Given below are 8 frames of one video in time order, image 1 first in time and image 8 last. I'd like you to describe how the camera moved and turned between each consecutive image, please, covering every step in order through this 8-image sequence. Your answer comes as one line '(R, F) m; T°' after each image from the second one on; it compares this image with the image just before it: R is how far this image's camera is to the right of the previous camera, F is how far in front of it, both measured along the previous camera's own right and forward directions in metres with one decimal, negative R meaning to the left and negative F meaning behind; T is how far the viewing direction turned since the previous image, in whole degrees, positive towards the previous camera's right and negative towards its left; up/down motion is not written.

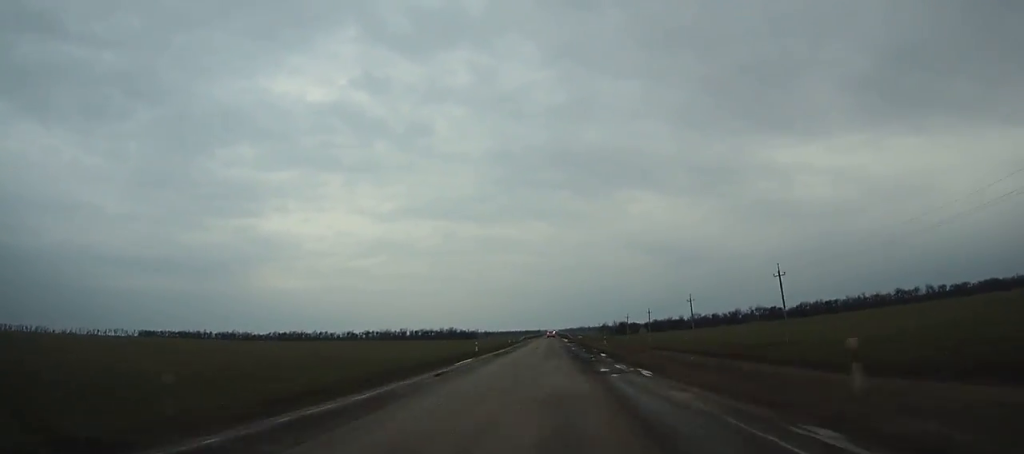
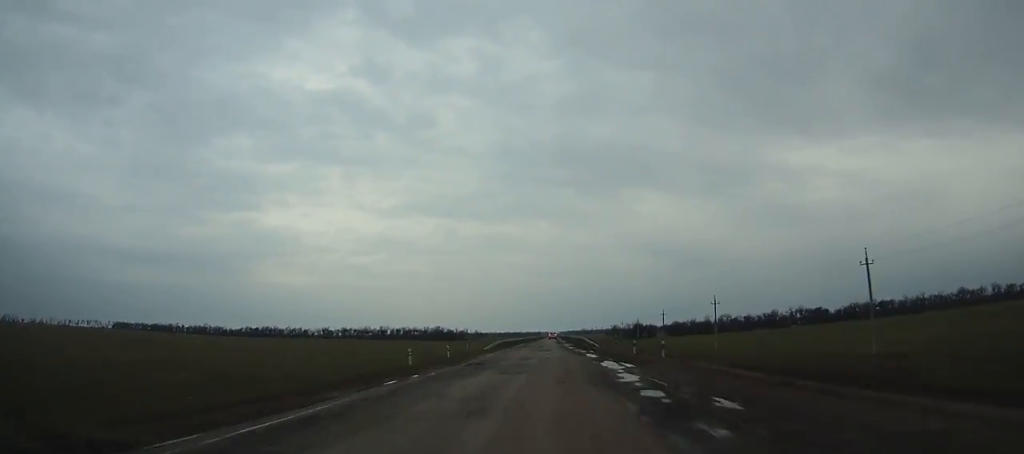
(0.0, +67.4) m; 0°
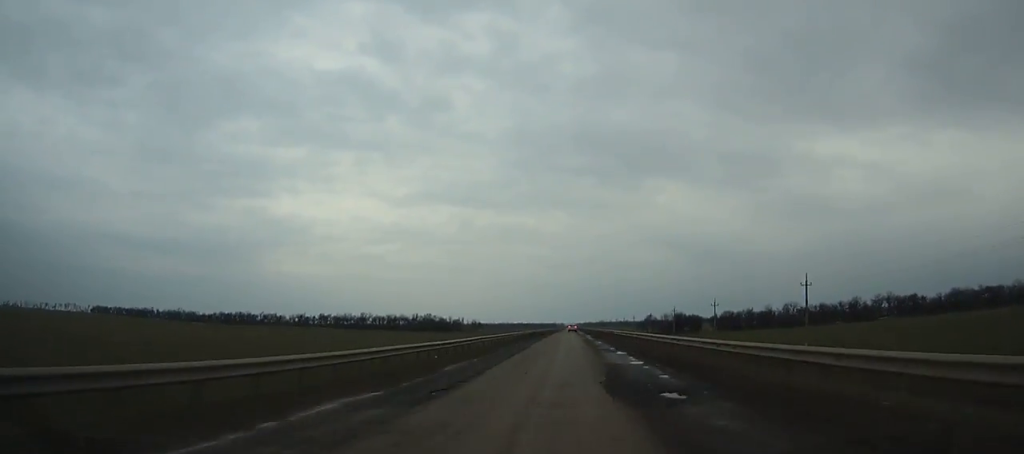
(-0.4, +82.6) m; 0°
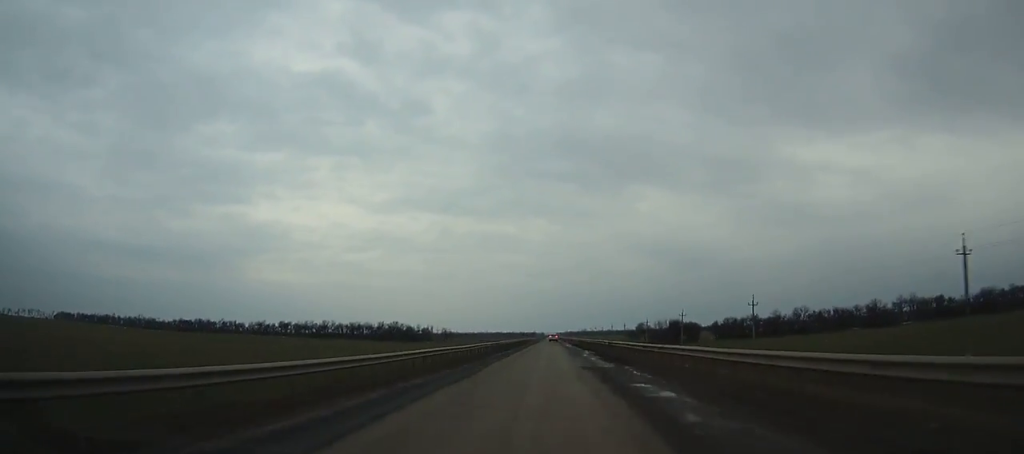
(+0.1, +34.3) m; 0°
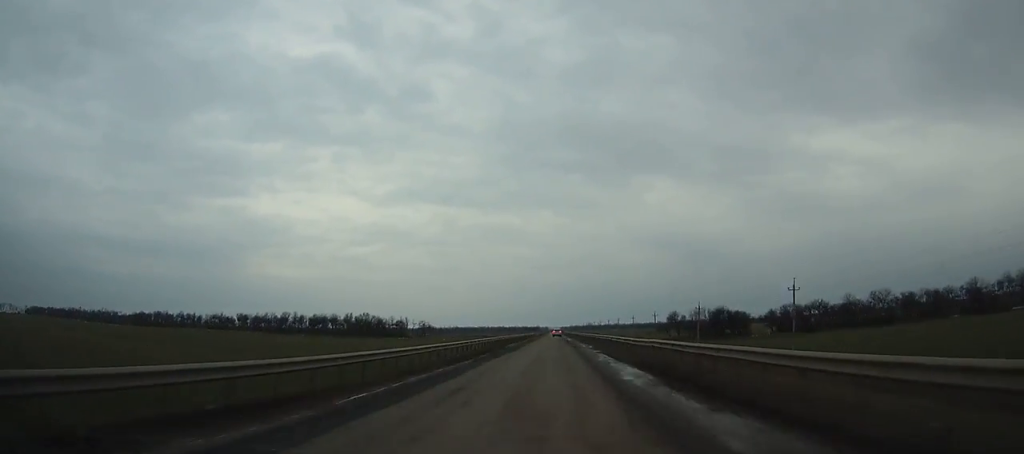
(+0.2, +60.9) m; 0°
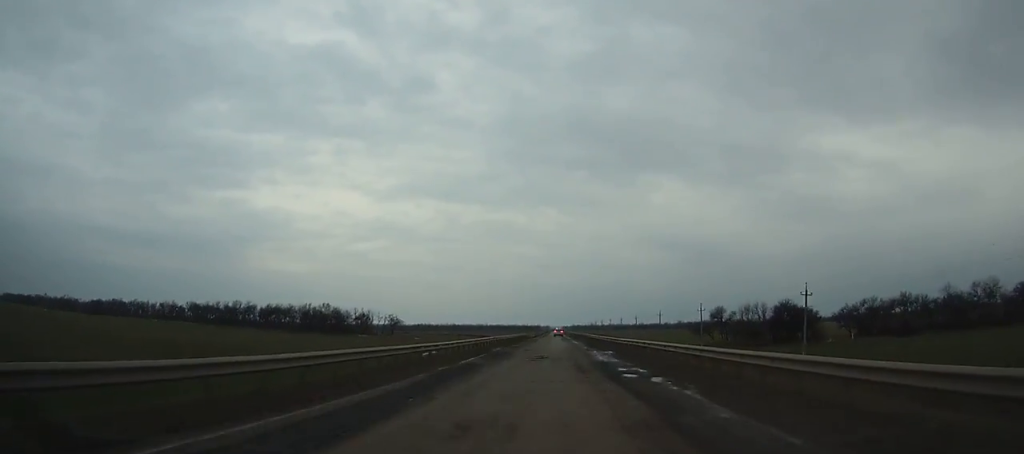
(+0.1, +50.9) m; 0°
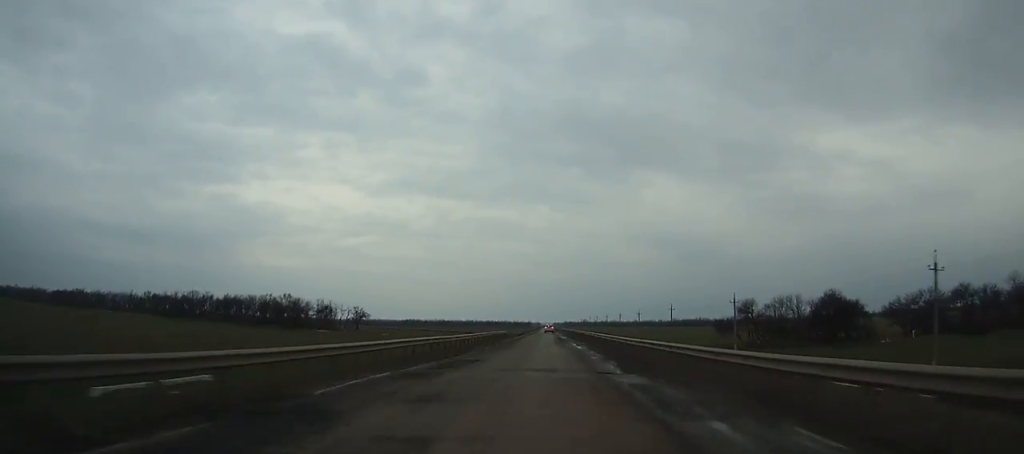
(0.0, +26.8) m; 0°
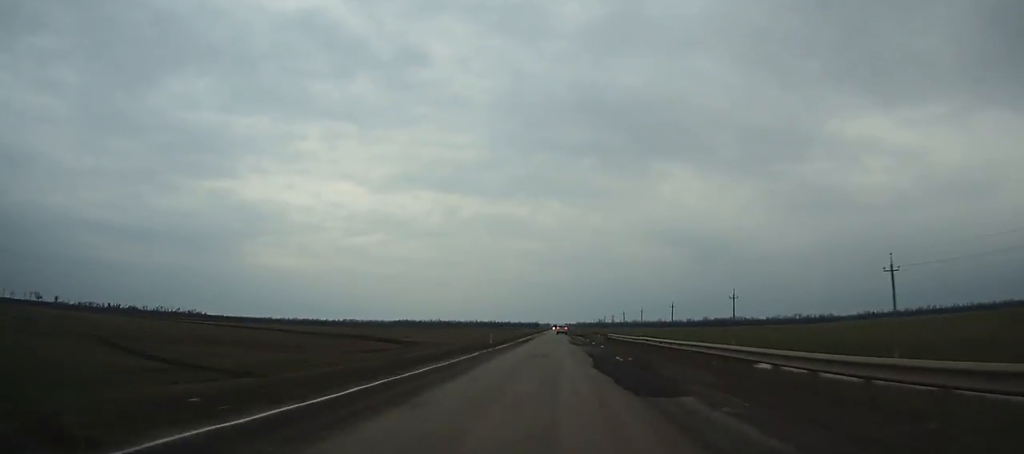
(+0.1, +133.5) m; 0°
